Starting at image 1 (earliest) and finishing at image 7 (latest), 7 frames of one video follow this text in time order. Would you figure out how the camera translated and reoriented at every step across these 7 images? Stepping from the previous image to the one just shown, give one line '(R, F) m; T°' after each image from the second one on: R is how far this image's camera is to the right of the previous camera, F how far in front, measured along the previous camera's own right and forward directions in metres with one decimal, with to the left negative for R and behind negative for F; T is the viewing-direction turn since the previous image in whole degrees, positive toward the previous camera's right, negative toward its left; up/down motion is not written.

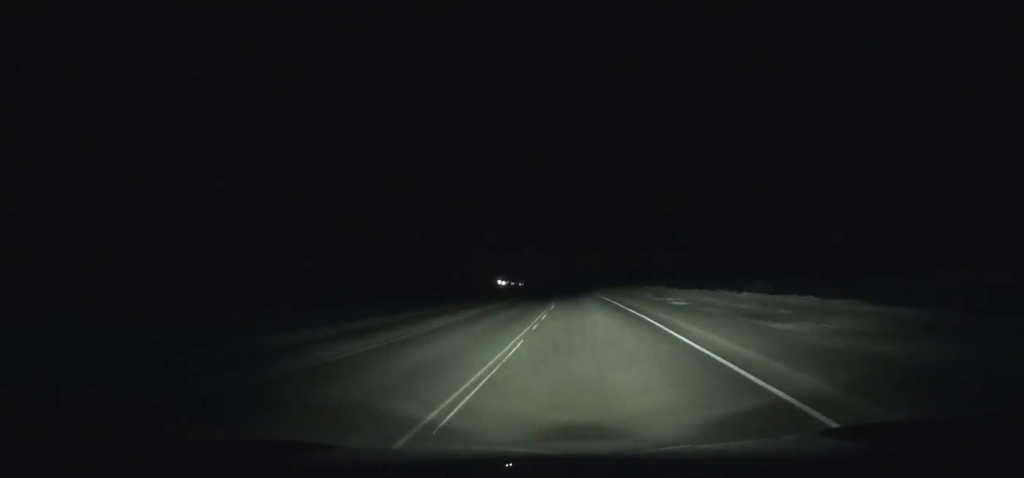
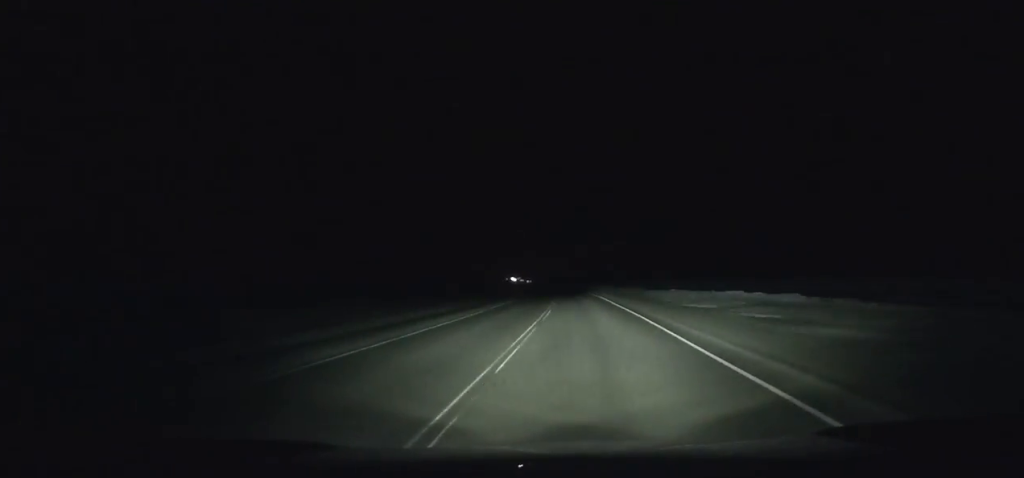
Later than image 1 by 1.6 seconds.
(-0.5, +44.0) m; -1°
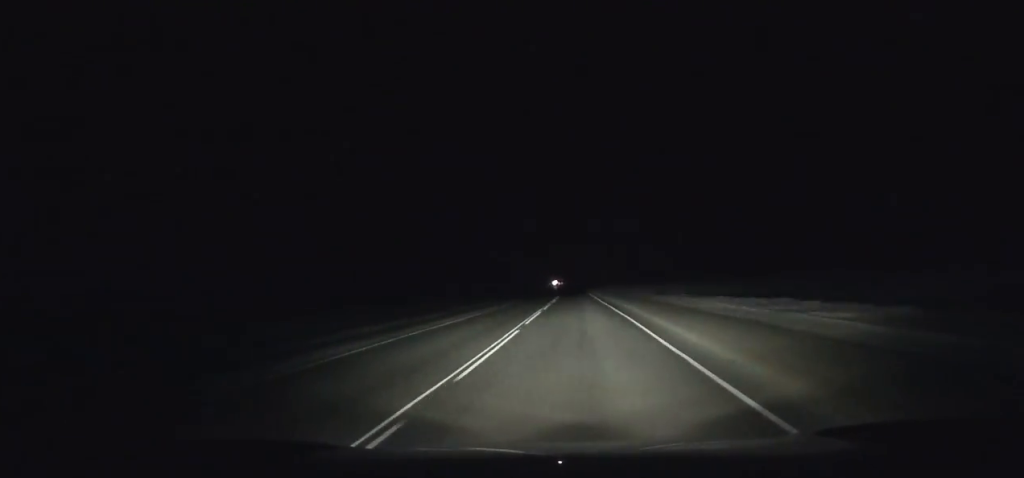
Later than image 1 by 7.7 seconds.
(-7.7, +166.2) m; -5°
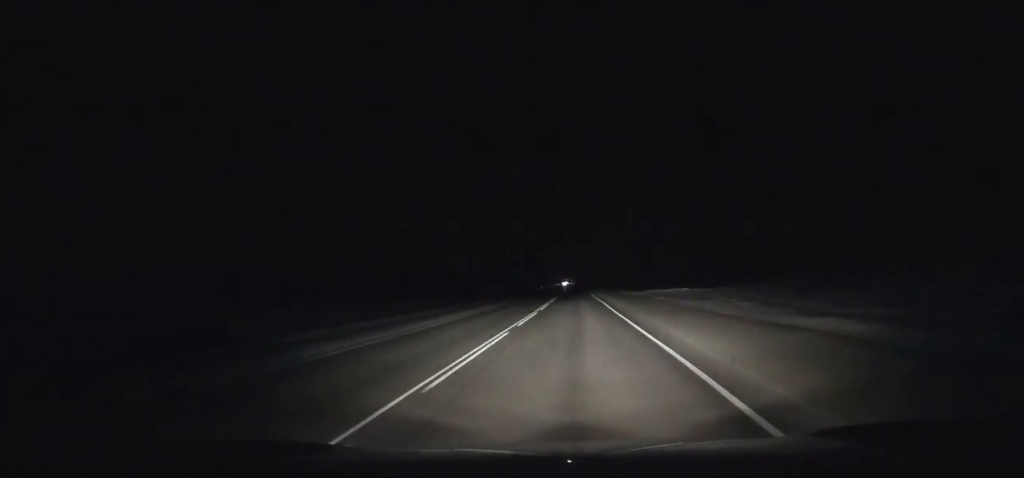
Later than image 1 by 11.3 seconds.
(-1.7, +96.0) m; -2°
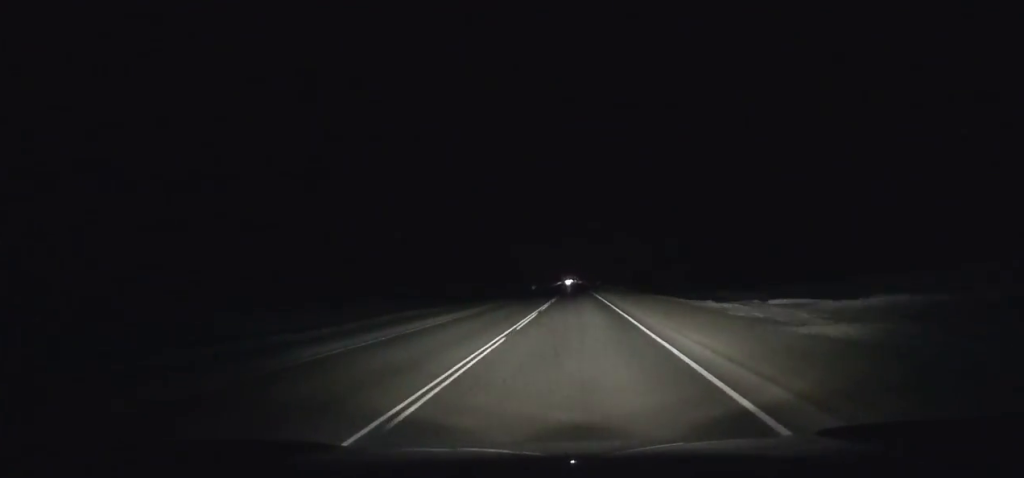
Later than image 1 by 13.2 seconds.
(-0.4, +50.1) m; -1°
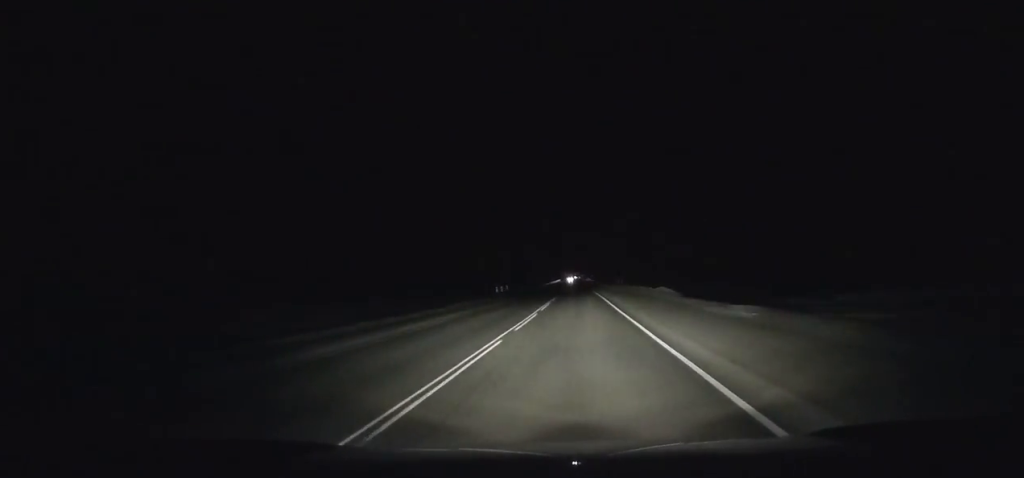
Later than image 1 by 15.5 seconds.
(-0.1, +60.1) m; 0°
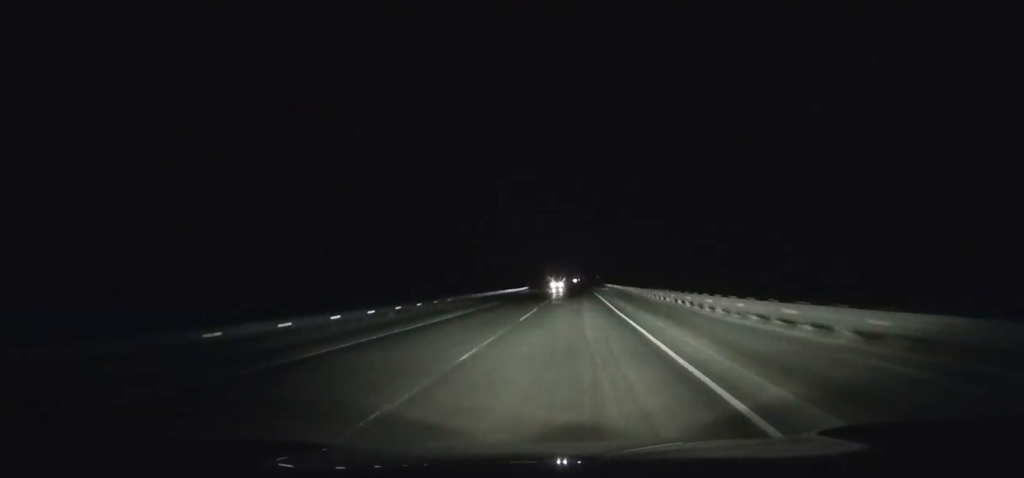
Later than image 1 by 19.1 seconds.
(-0.4, +93.5) m; 0°
